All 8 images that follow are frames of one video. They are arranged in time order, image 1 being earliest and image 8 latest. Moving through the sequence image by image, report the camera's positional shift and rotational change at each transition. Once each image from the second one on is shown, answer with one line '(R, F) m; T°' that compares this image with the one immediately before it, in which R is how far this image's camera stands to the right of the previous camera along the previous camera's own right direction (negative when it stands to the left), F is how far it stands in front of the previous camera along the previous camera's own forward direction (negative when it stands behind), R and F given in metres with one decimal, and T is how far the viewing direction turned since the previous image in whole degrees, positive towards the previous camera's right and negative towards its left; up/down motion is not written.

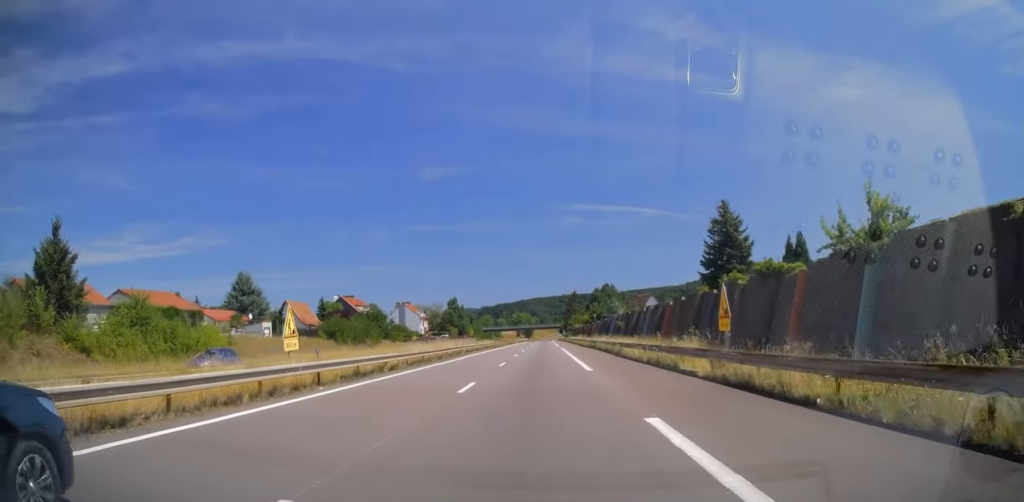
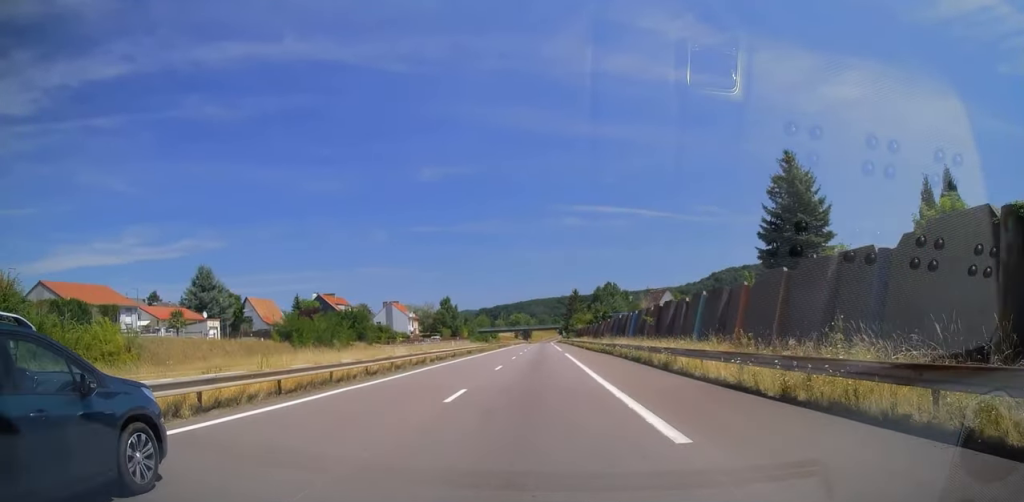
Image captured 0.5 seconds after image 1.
(-0.1, +14.8) m; 0°
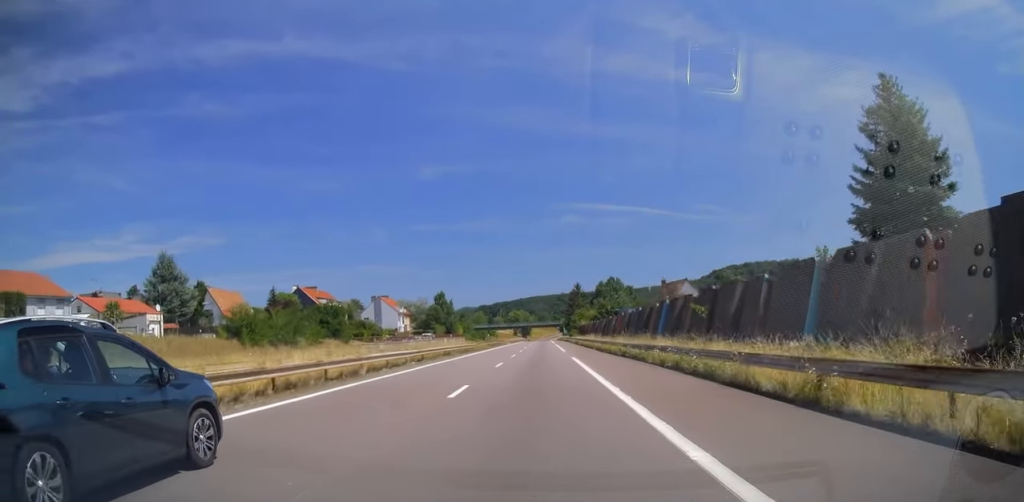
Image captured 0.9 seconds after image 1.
(-0.2, +12.3) m; 0°
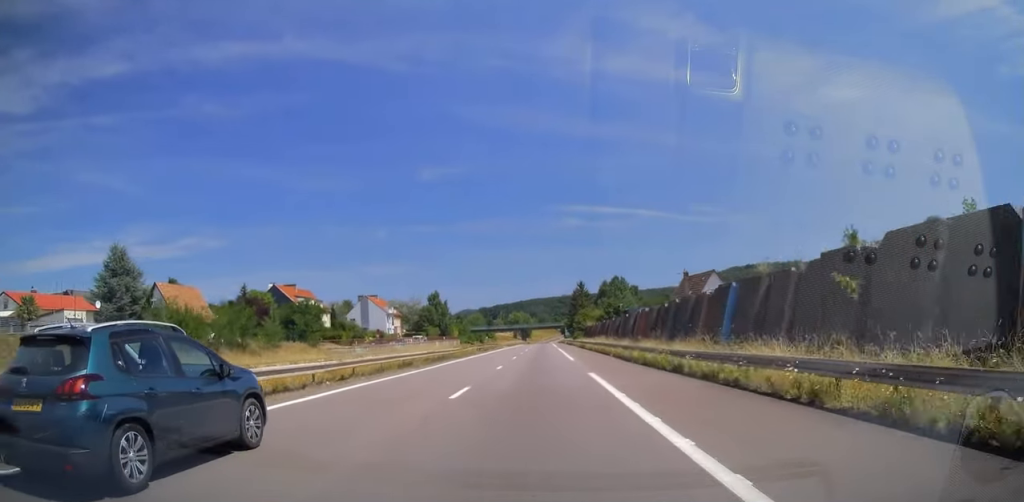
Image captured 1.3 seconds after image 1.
(0.0, +12.8) m; 0°
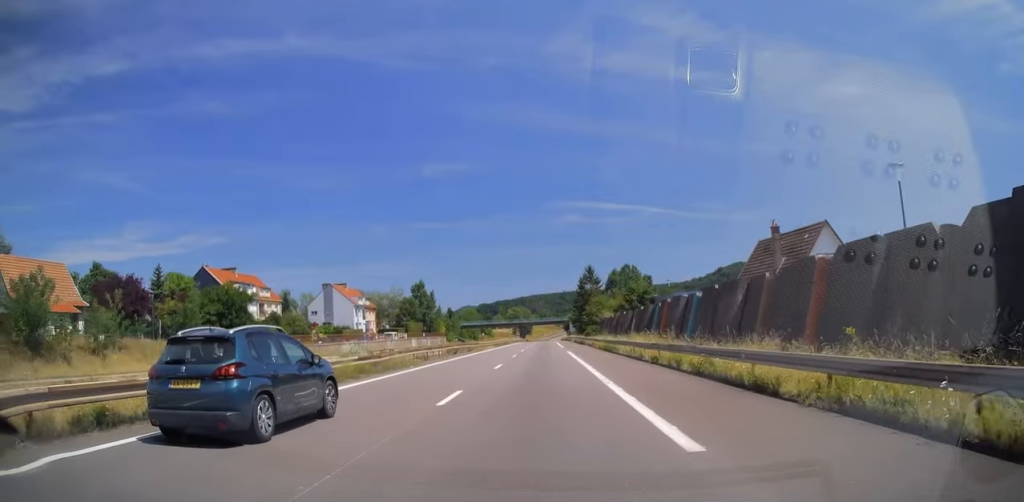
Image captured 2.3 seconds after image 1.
(+0.2, +27.5) m; 0°
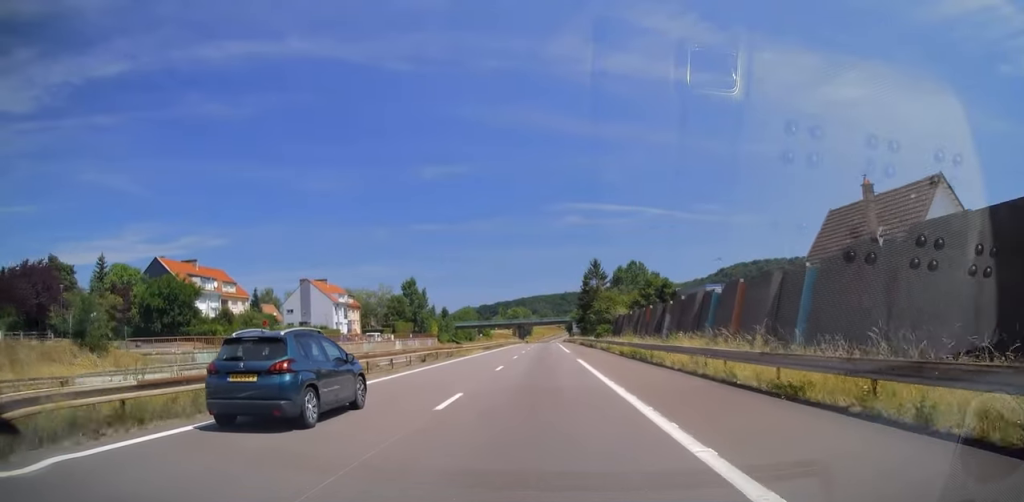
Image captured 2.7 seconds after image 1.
(-0.2, +13.3) m; 0°
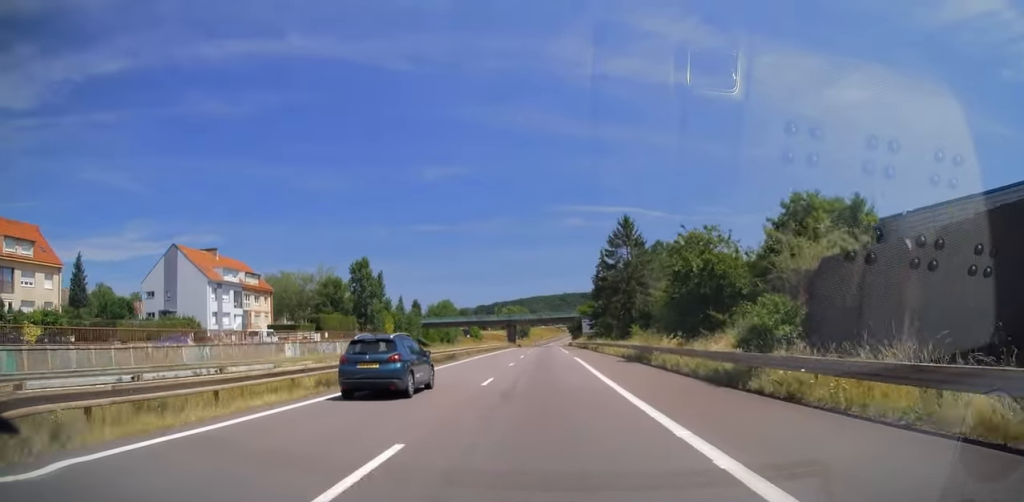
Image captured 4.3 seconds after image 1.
(+0.2, +45.2) m; 0°
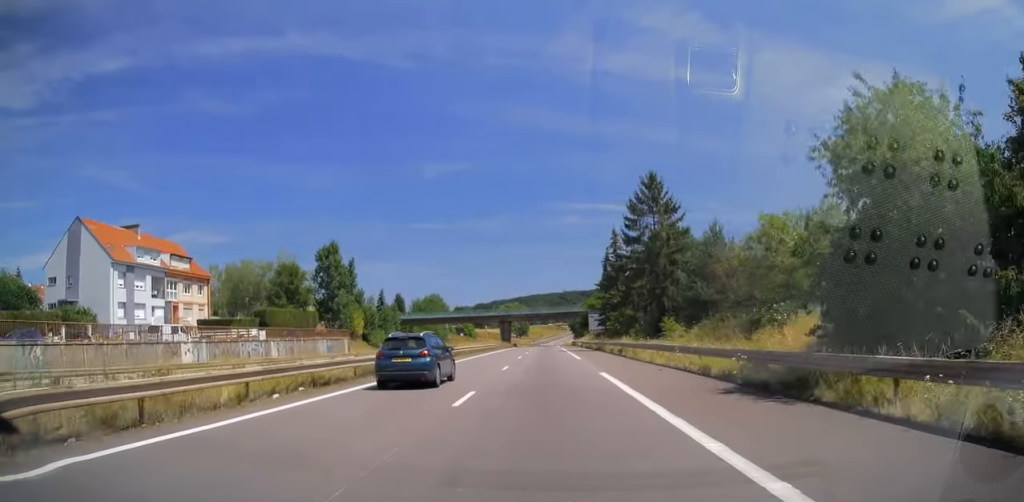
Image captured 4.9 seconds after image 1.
(-0.2, +18.7) m; 0°
